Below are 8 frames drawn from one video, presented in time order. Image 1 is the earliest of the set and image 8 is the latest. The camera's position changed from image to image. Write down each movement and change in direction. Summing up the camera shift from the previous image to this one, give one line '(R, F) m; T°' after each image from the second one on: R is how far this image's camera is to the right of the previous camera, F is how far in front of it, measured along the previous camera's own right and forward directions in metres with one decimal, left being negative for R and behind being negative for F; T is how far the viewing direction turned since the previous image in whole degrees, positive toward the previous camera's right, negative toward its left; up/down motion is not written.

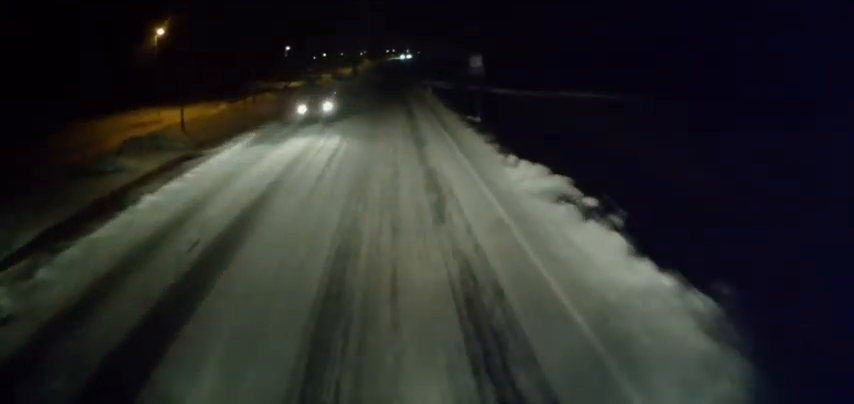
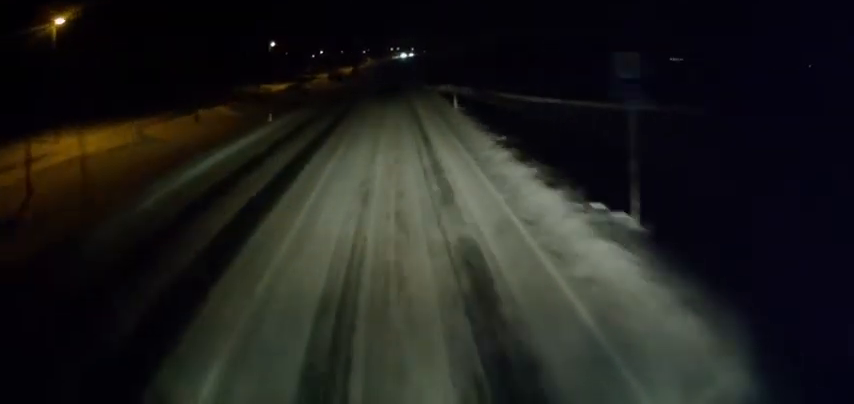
(0.0, +13.2) m; 0°
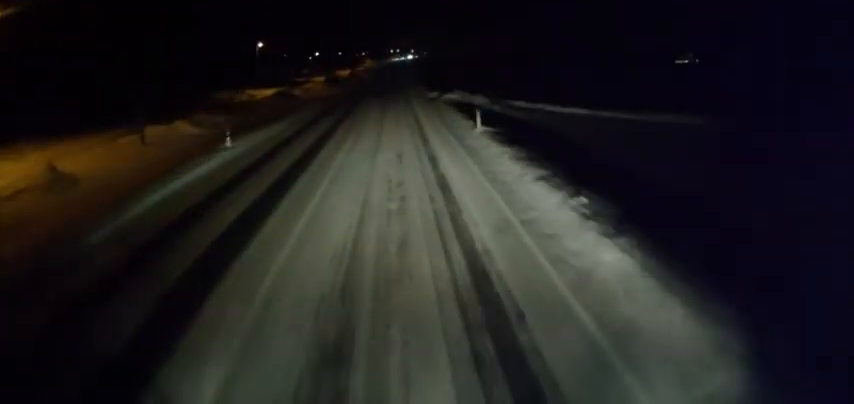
(0.0, +6.9) m; 0°
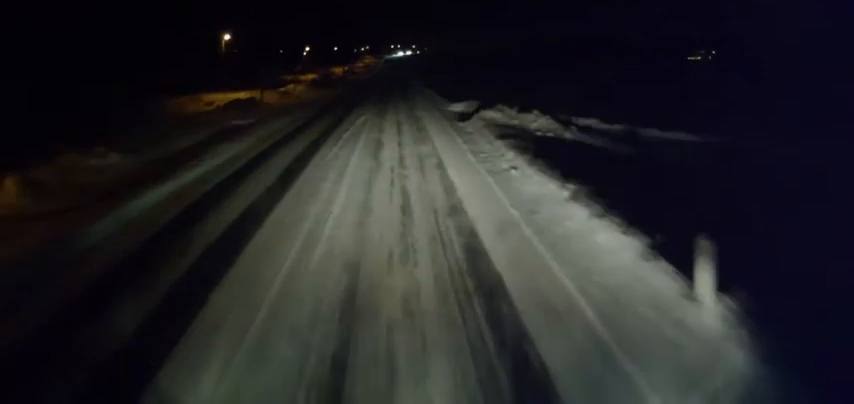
(0.0, +13.7) m; -1°
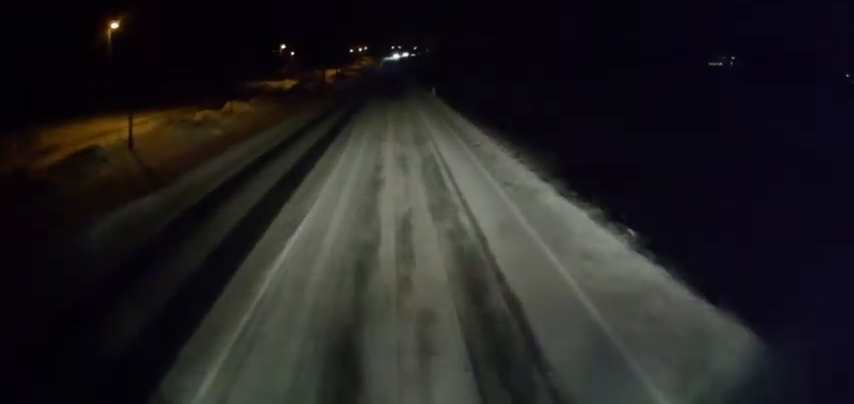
(-0.4, +22.3) m; -1°
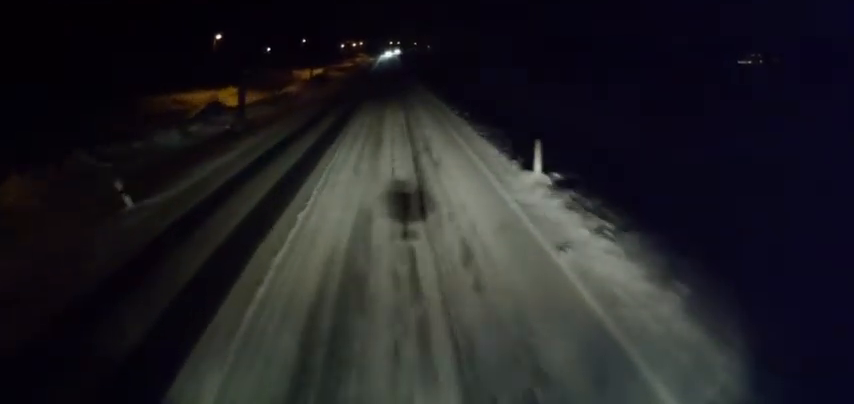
(+0.1, +28.0) m; 0°
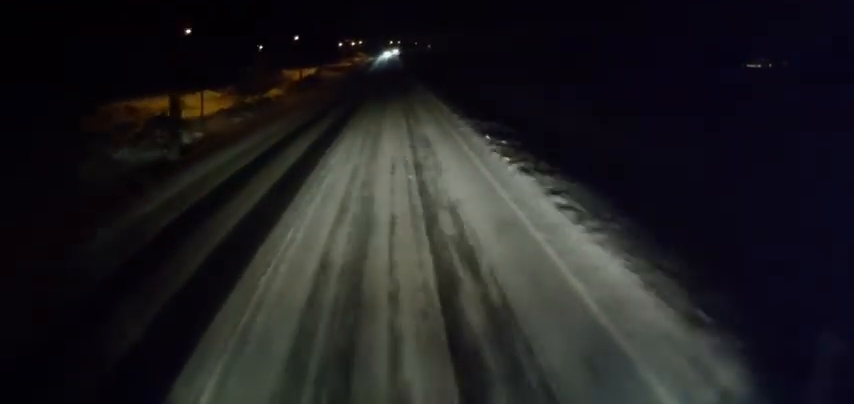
(0.0, +7.5) m; 0°
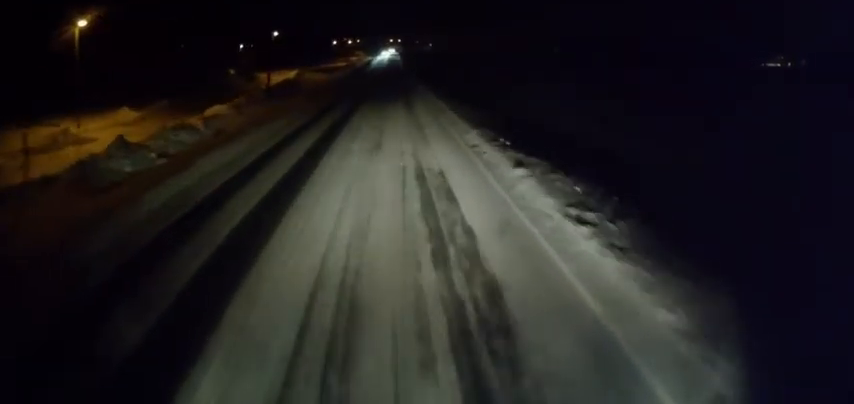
(+0.3, +15.6) m; +1°
